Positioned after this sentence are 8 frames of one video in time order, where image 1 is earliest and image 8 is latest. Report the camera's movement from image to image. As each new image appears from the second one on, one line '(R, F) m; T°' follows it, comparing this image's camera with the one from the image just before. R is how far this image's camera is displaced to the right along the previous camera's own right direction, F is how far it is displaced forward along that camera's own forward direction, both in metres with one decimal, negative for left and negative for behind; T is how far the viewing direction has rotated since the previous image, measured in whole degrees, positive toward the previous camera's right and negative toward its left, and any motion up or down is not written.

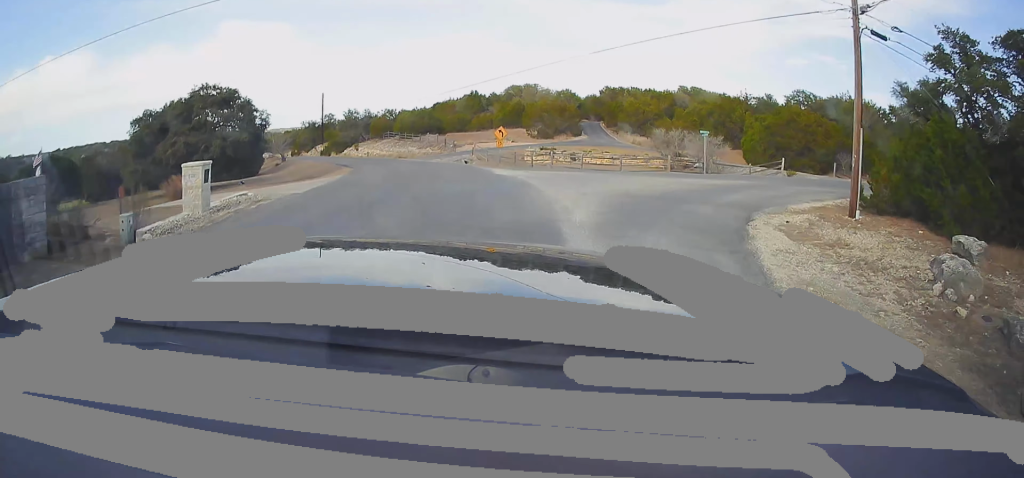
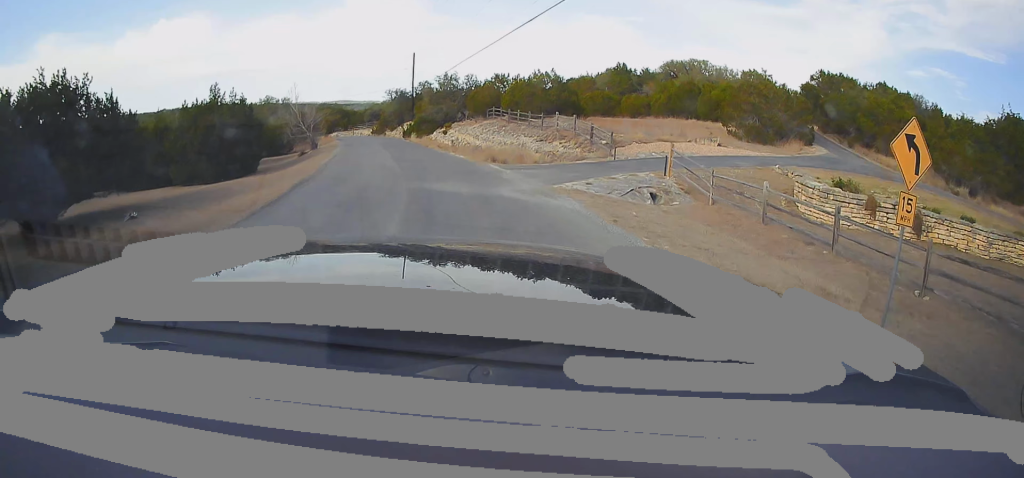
(-4.7, +31.5) m; -14°
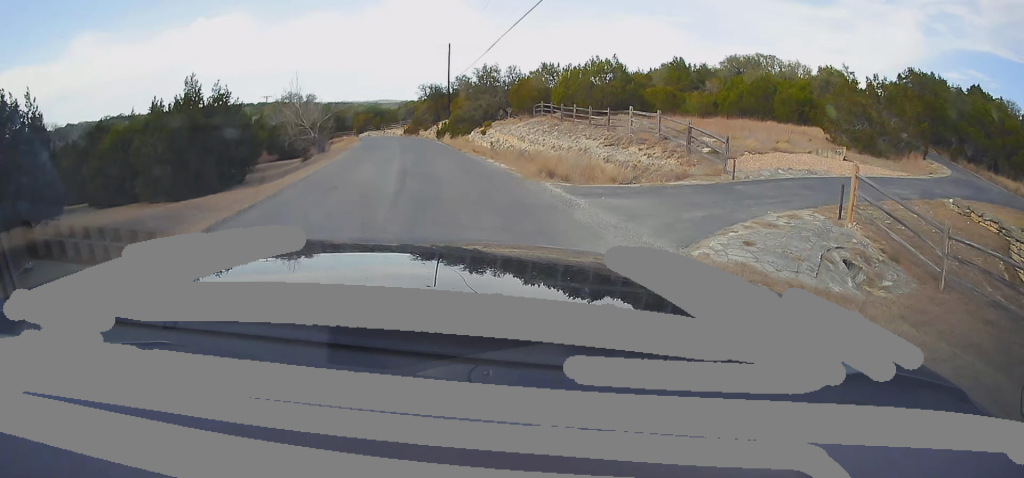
(0.0, +9.2) m; -3°
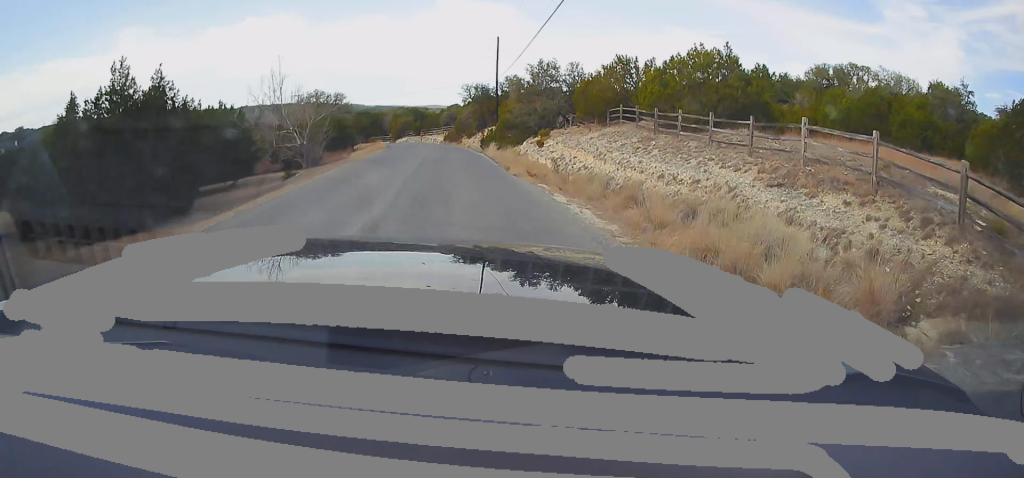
(-0.2, +11.8) m; -7°
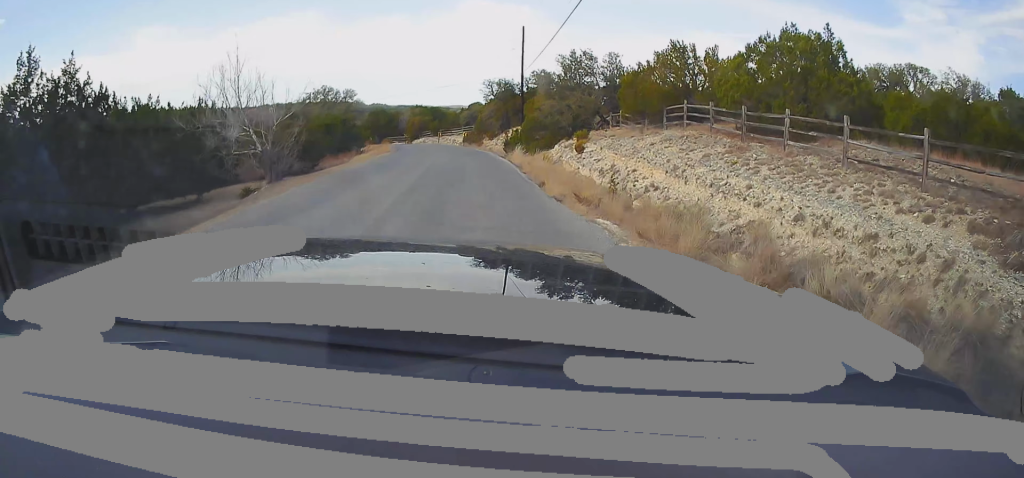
(-0.7, +7.5) m; -2°
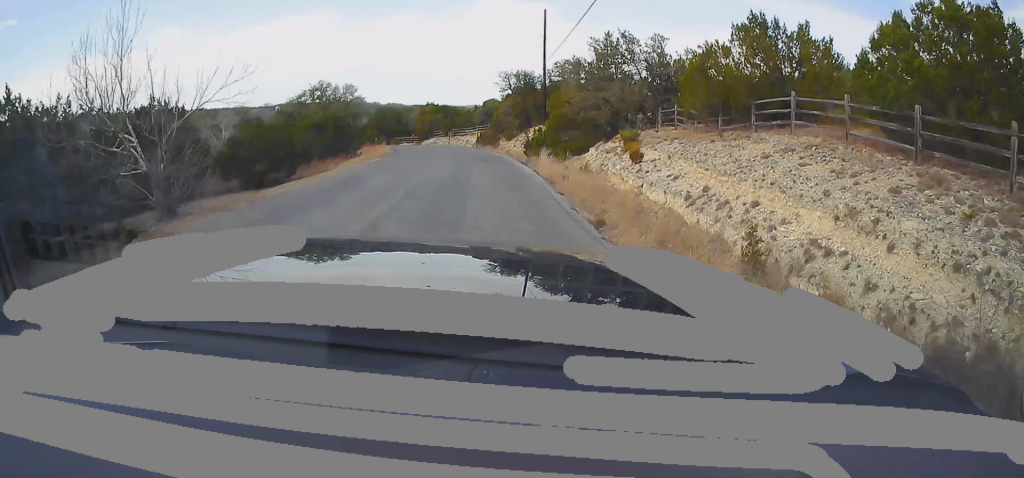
(-0.5, +8.8) m; -2°
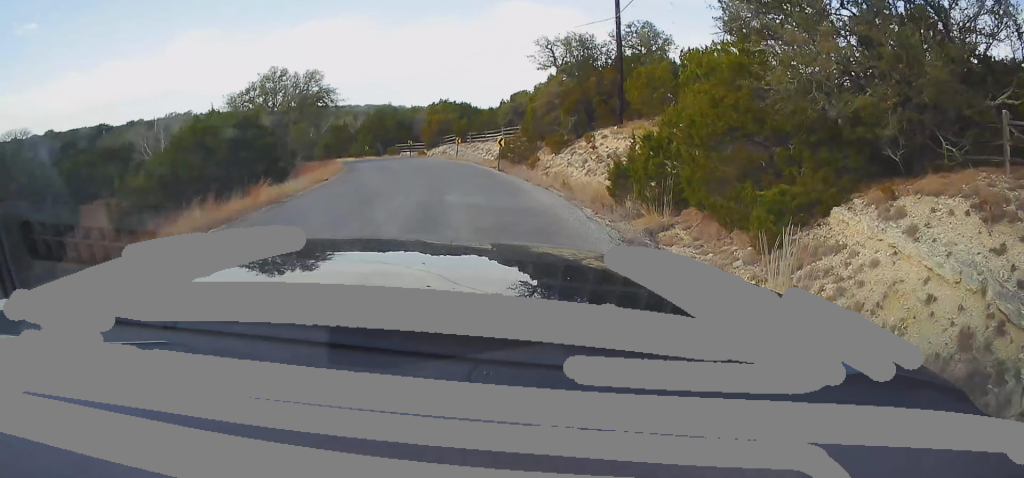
(0.0, +23.0) m; -4°
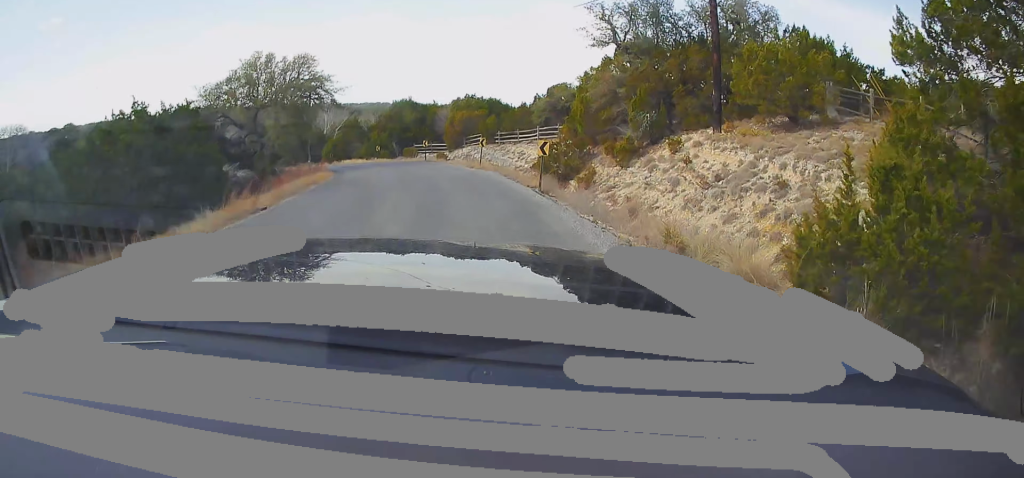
(-0.3, +9.2) m; -4°
